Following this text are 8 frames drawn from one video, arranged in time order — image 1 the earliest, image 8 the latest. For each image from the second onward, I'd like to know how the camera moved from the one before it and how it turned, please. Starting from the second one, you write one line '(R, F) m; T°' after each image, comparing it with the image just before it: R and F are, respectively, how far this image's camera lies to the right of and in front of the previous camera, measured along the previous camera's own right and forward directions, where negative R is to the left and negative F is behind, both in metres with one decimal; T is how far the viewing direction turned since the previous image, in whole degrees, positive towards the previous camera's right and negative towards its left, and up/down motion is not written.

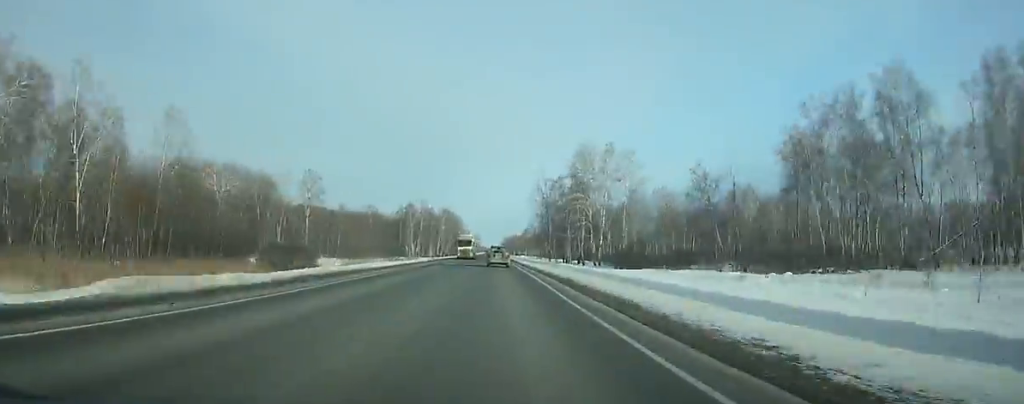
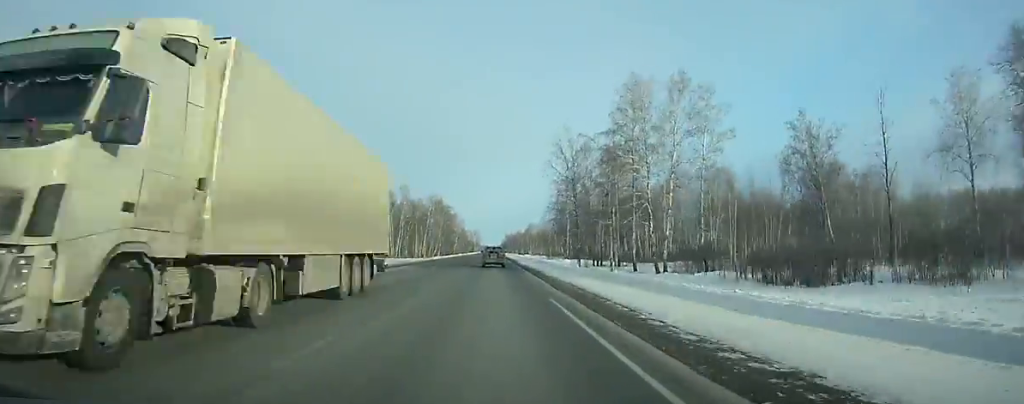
(+0.1, +48.9) m; 0°
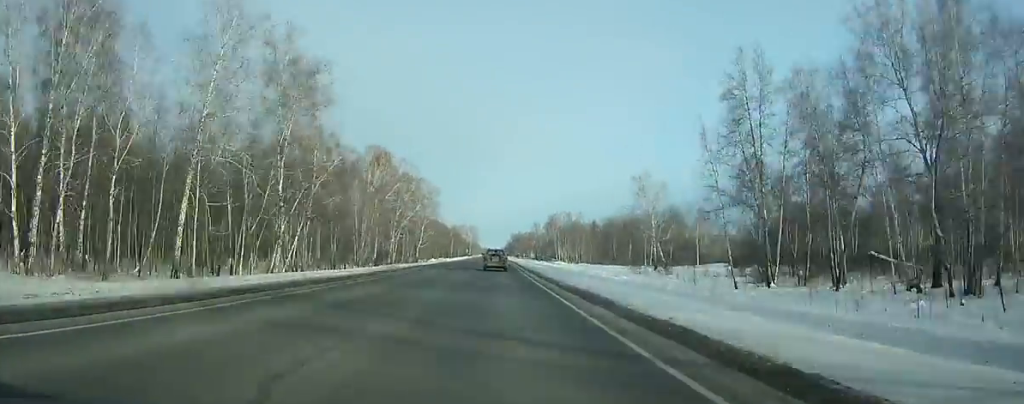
(-0.3, +152.9) m; 0°
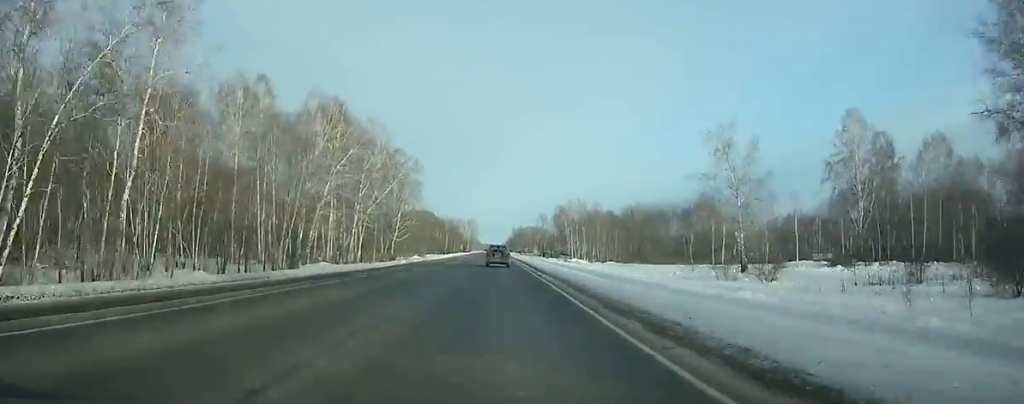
(0.0, +38.2) m; 0°
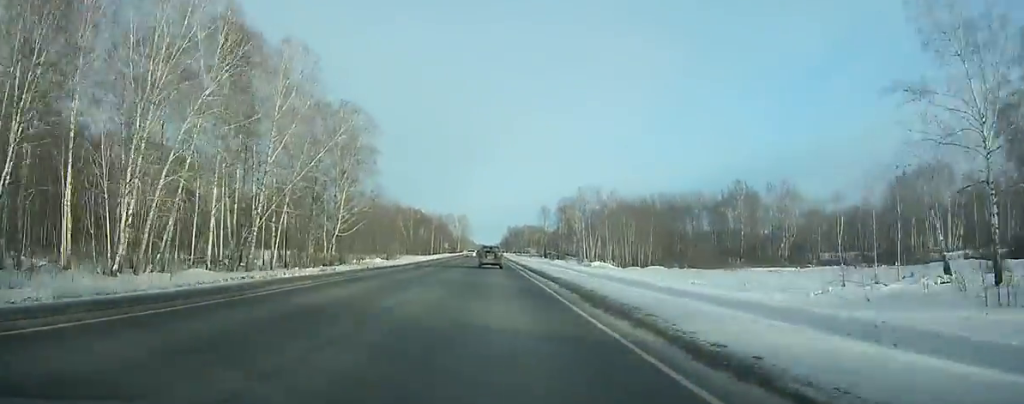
(0.0, +38.1) m; 0°
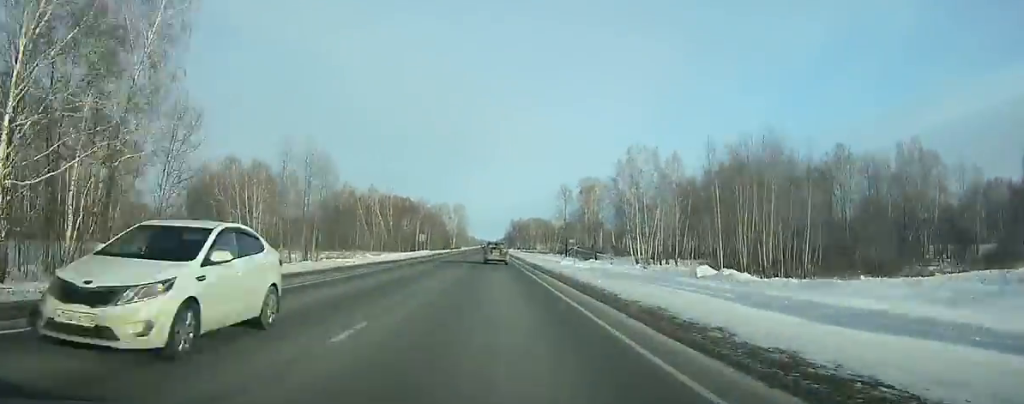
(+0.2, +54.2) m; 0°
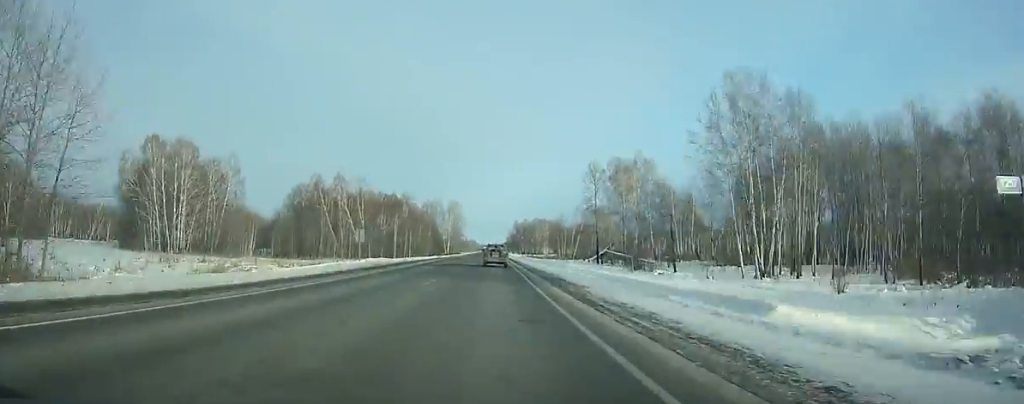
(0.0, +45.9) m; 0°
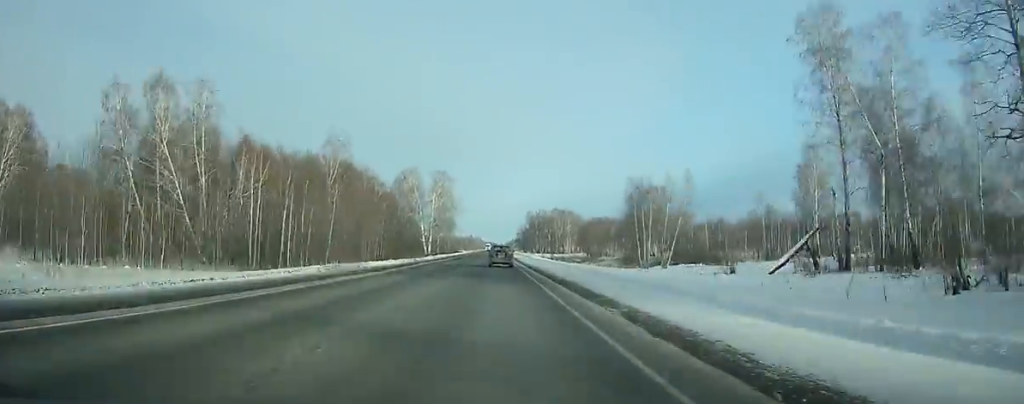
(-0.4, +91.1) m; 0°
